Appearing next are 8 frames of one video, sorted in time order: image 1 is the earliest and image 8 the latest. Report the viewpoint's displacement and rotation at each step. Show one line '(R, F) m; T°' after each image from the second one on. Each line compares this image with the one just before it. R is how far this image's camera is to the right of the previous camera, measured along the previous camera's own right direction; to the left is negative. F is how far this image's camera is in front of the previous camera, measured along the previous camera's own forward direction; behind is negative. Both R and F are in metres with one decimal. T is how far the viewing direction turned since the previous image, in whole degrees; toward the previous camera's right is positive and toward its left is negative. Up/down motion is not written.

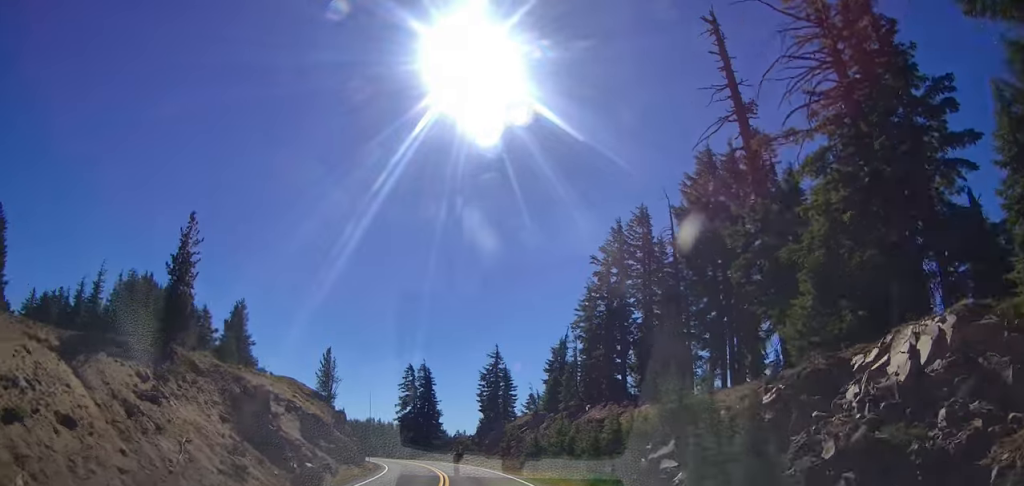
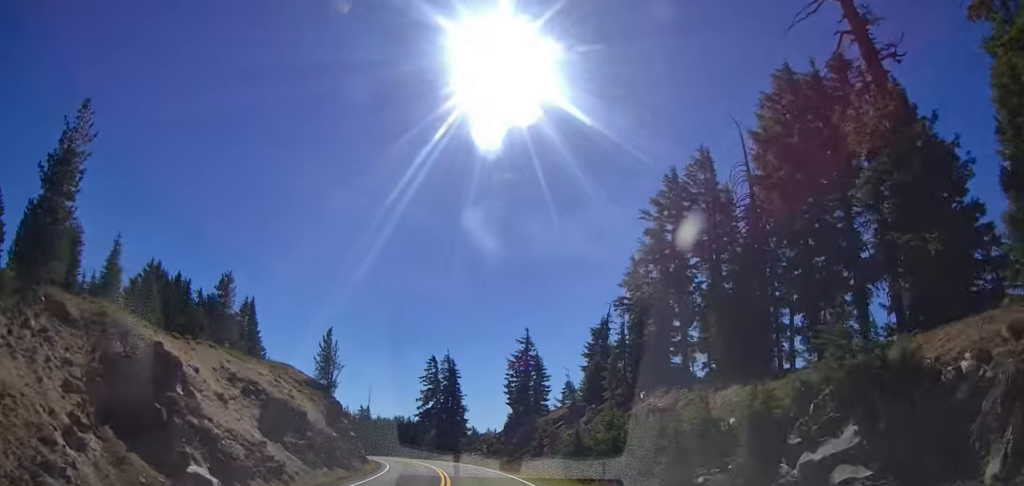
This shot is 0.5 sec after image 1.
(+0.1, +9.3) m; -3°
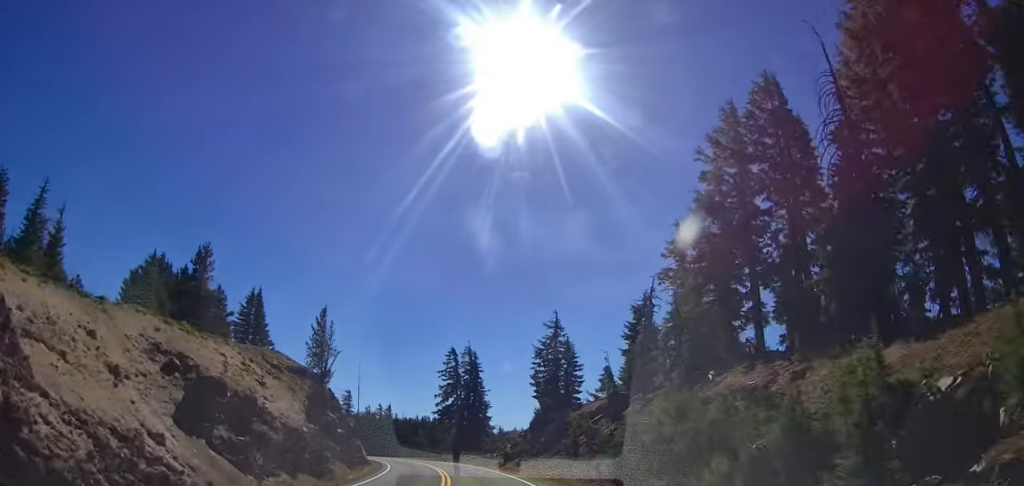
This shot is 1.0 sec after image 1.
(-0.5, +8.1) m; -4°
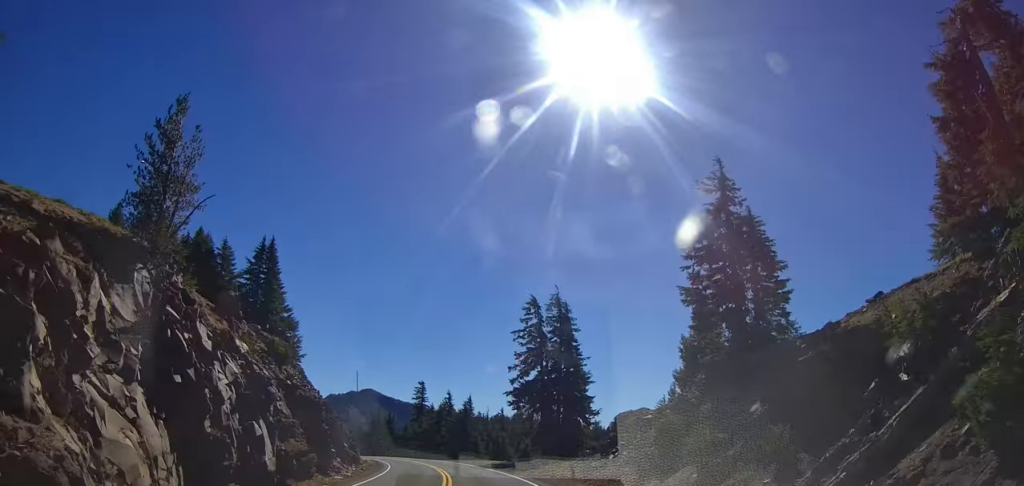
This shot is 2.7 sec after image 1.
(-2.9, +28.9) m; -11°
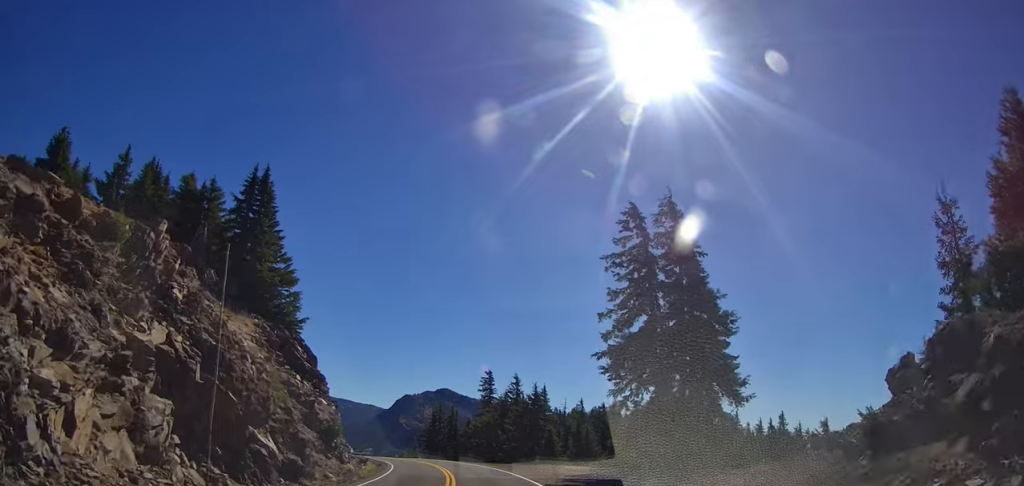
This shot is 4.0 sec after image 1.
(-1.7, +22.9) m; -8°
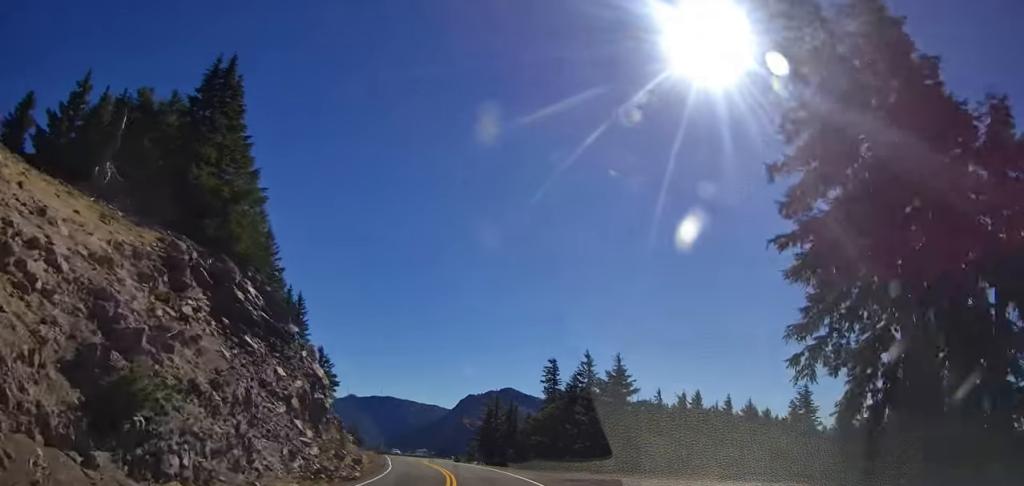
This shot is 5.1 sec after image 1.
(-1.2, +19.9) m; -7°
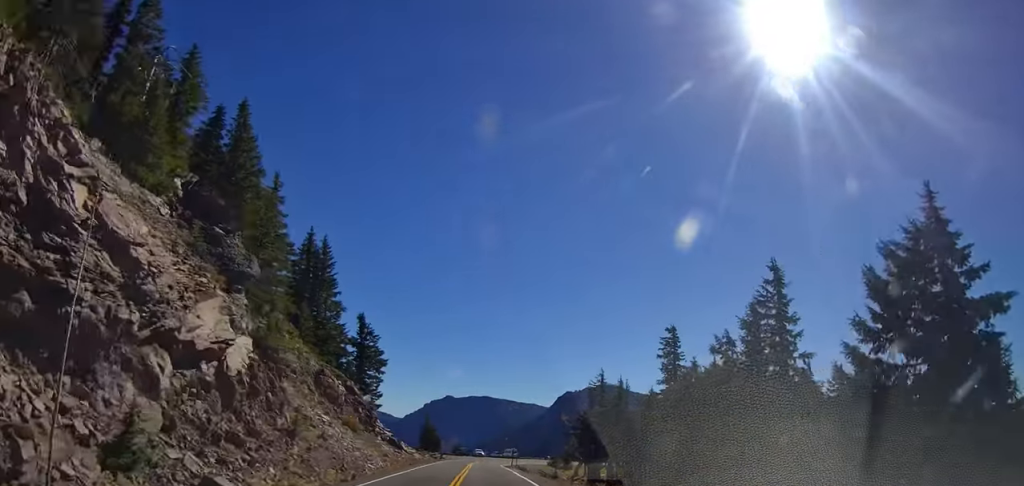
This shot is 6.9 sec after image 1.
(-2.9, +31.0) m; -8°
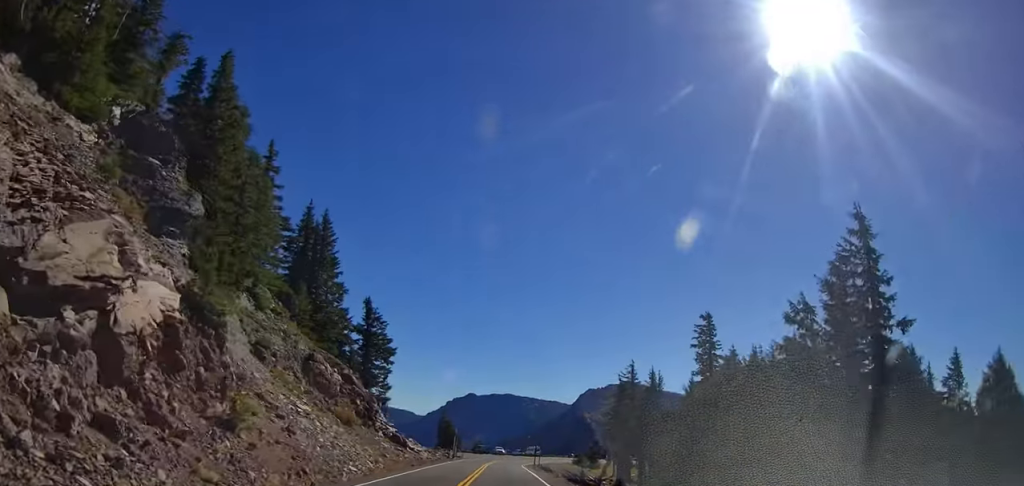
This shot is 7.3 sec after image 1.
(-0.1, +8.2) m; -1°
